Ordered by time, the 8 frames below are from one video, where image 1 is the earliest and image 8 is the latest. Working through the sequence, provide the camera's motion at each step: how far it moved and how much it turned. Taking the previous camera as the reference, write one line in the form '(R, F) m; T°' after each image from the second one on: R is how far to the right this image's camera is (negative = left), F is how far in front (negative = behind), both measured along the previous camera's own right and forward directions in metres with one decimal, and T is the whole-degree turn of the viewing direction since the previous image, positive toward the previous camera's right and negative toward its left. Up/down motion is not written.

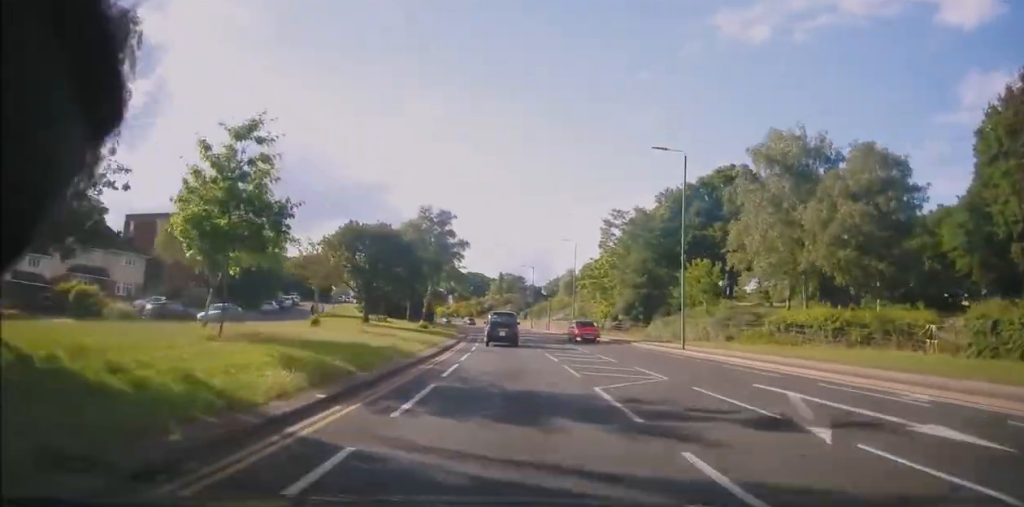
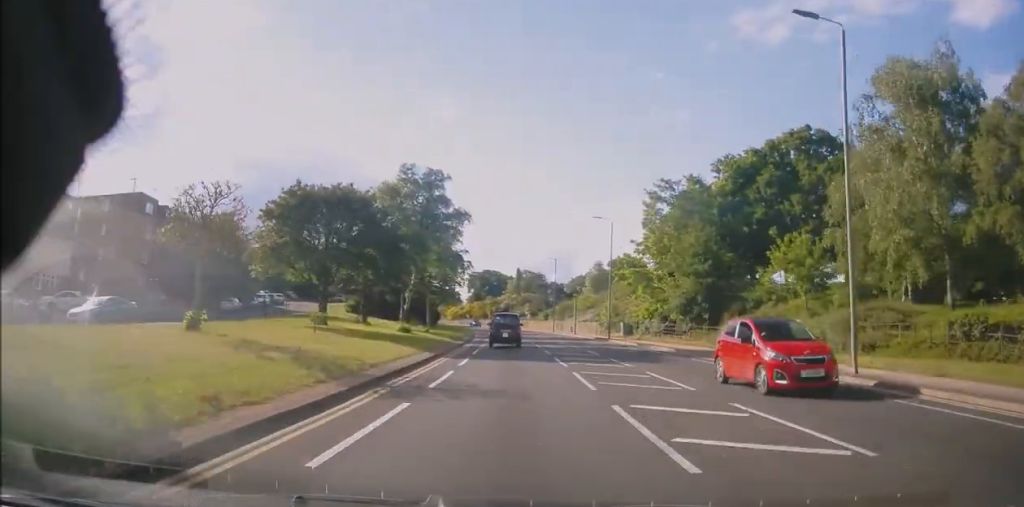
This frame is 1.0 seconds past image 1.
(-0.5, +15.2) m; -1°
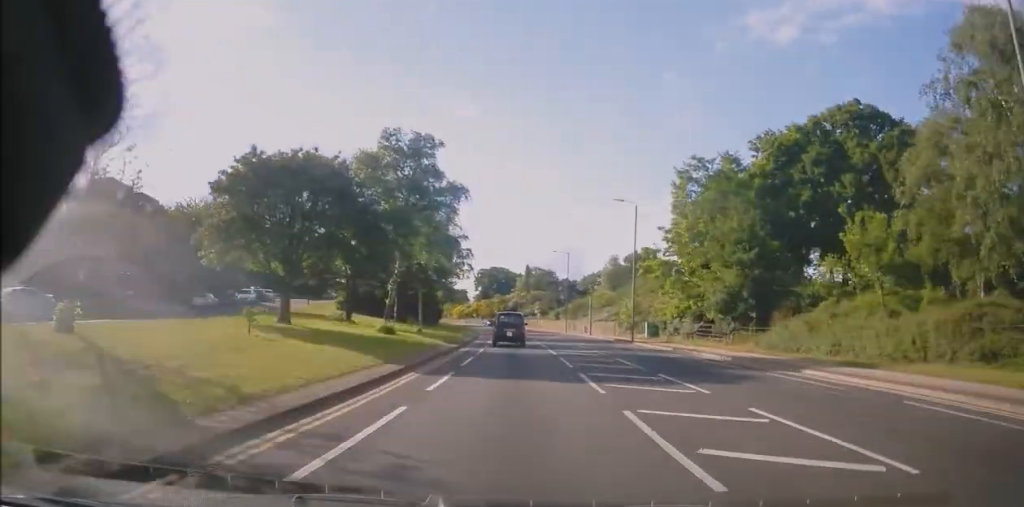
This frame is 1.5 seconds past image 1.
(+0.1, +7.3) m; 0°
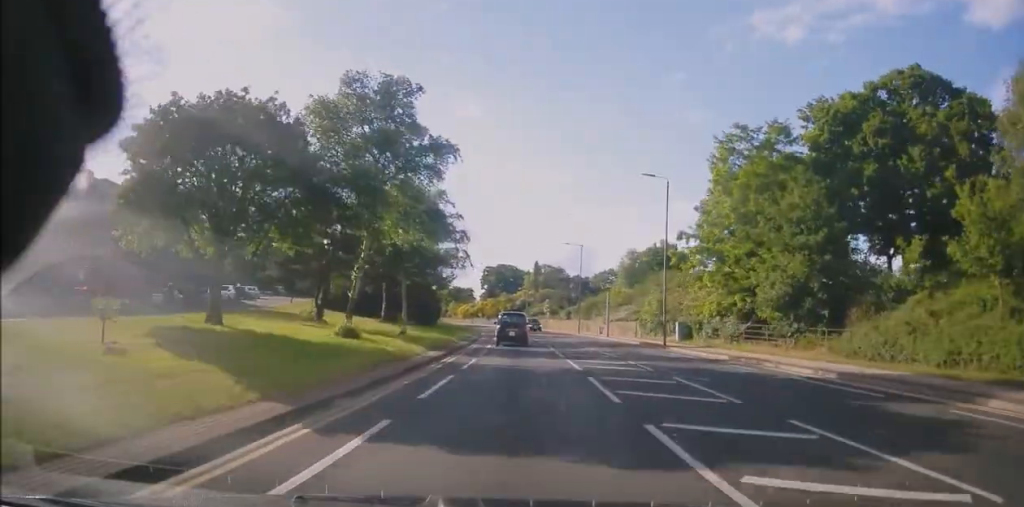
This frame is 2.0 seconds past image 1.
(+0.1, +7.9) m; 0°
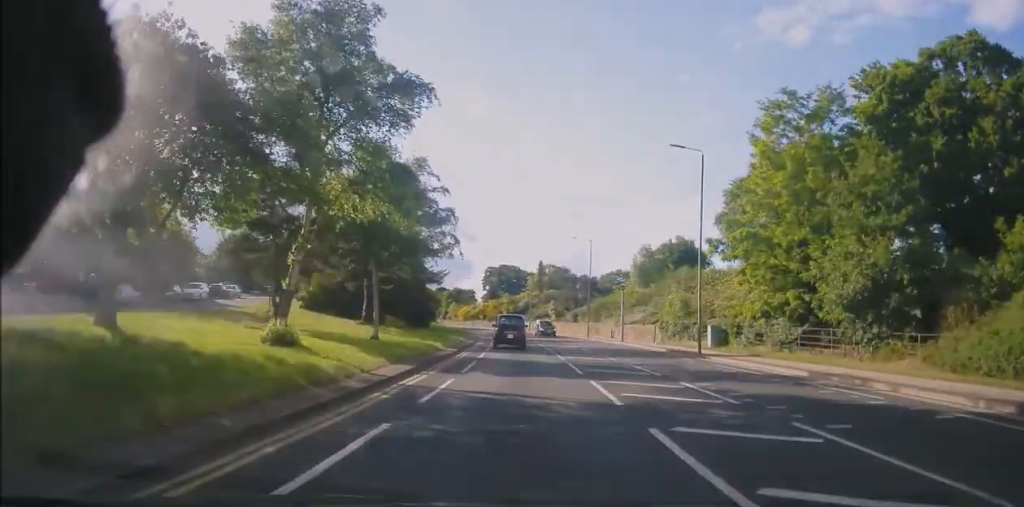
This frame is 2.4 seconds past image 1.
(-0.1, +6.9) m; -1°
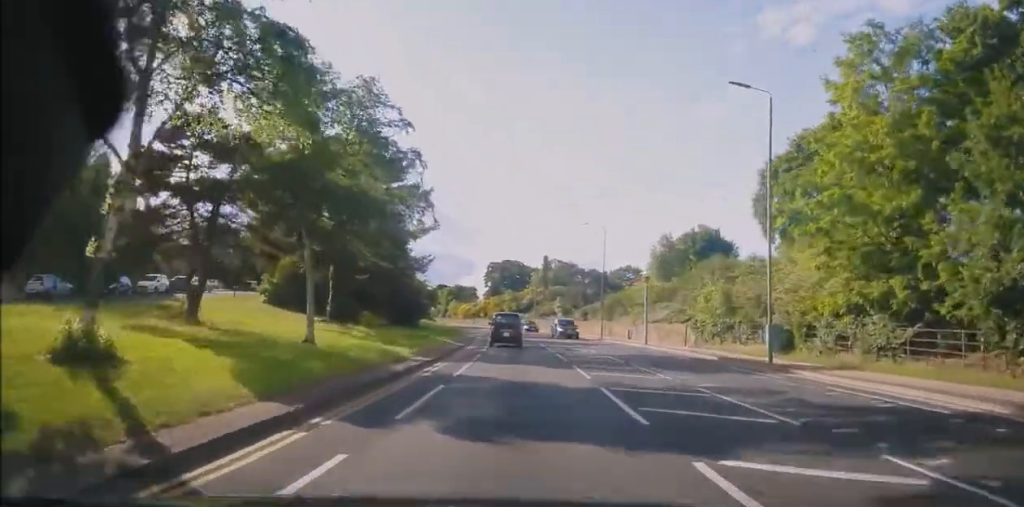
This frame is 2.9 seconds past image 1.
(0.0, +8.4) m; -2°
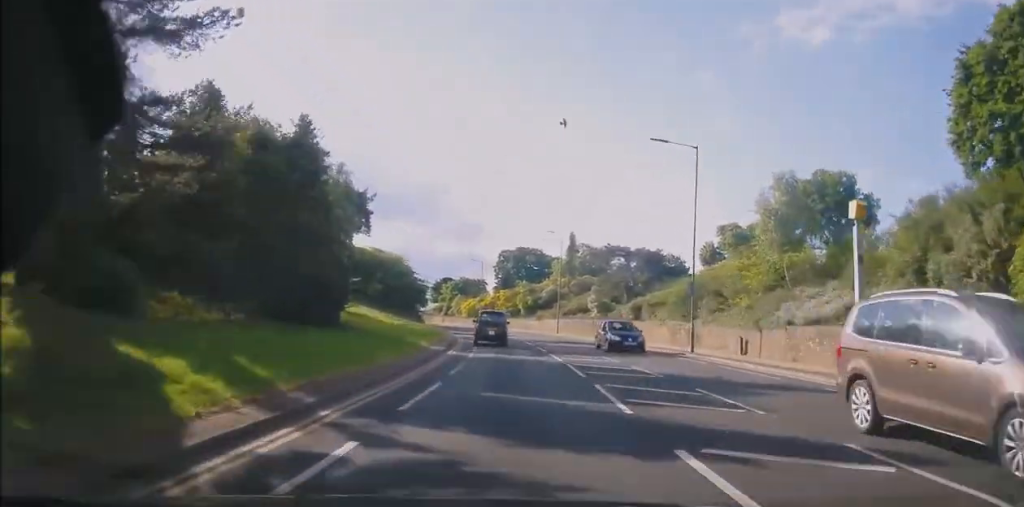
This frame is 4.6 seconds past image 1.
(-0.5, +26.0) m; -1°
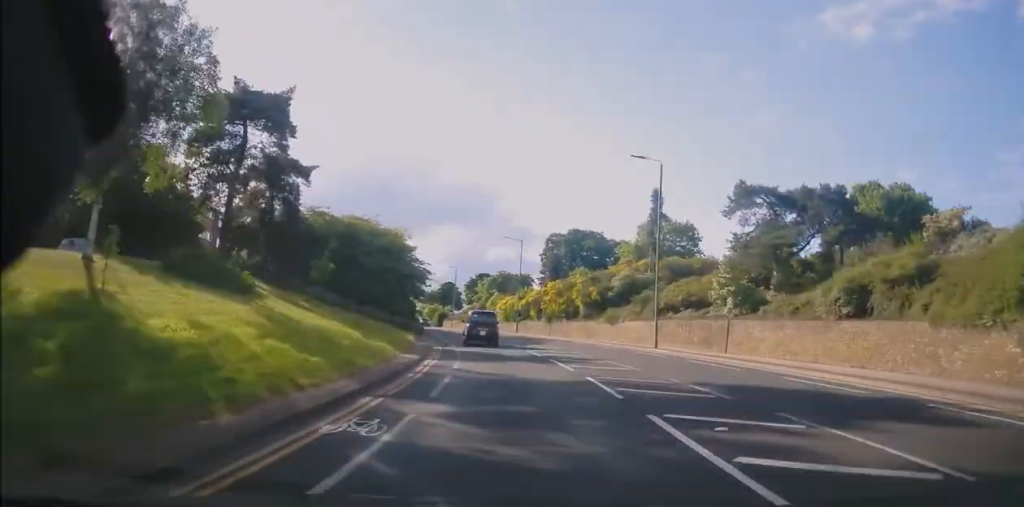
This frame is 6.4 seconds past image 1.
(-0.6, +29.8) m; -4°
